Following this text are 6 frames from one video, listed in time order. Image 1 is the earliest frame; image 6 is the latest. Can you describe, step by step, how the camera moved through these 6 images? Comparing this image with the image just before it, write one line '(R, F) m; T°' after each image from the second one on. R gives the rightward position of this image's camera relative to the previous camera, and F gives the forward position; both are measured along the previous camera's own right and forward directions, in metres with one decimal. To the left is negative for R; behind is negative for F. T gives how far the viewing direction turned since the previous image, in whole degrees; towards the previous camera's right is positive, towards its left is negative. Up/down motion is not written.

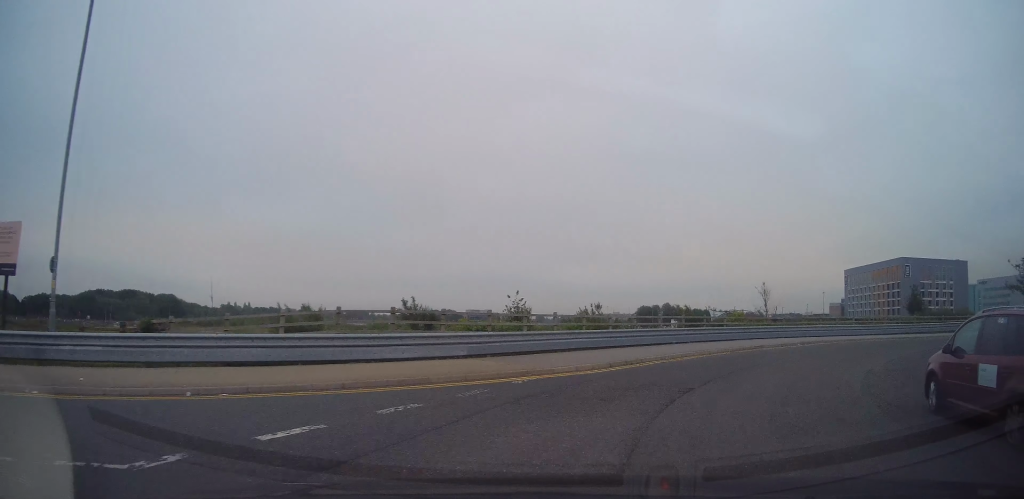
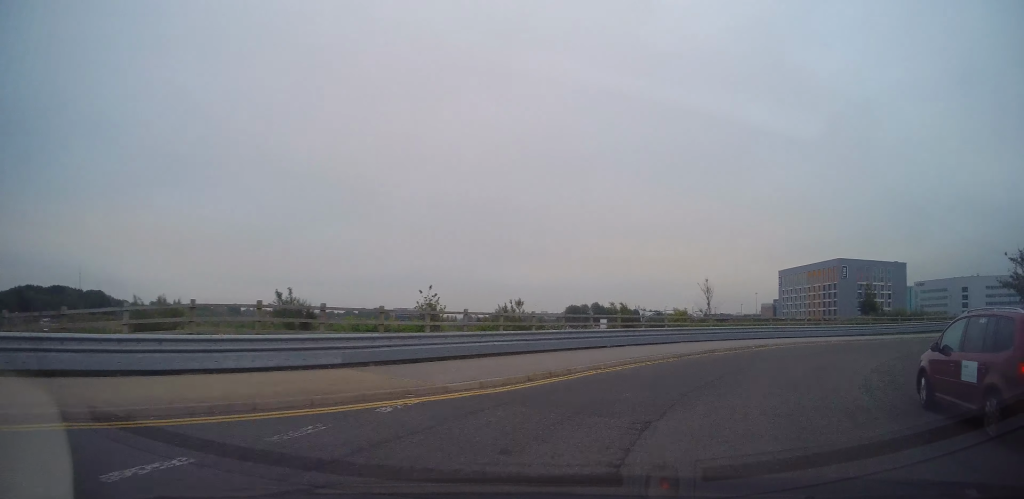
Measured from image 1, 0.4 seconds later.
(+0.4, +3.8) m; +8°
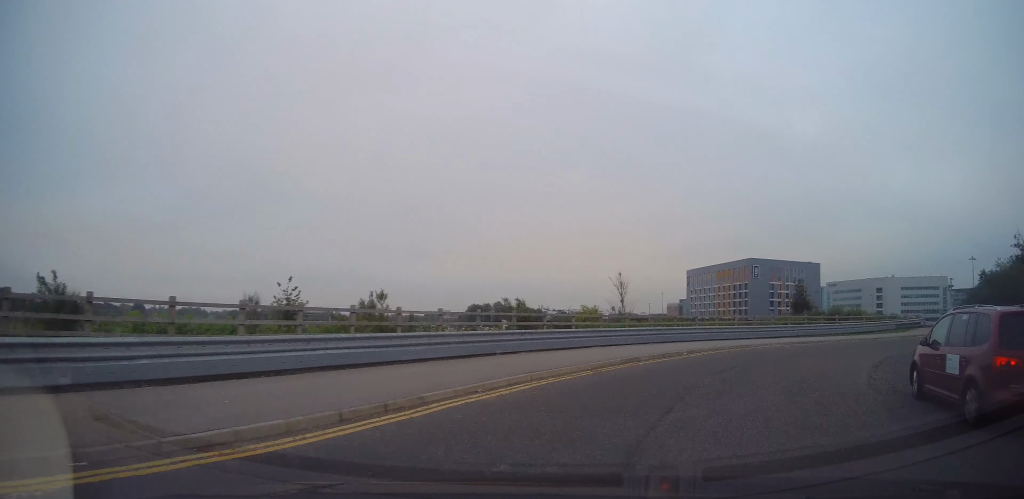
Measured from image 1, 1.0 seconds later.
(0.0, +4.9) m; +10°
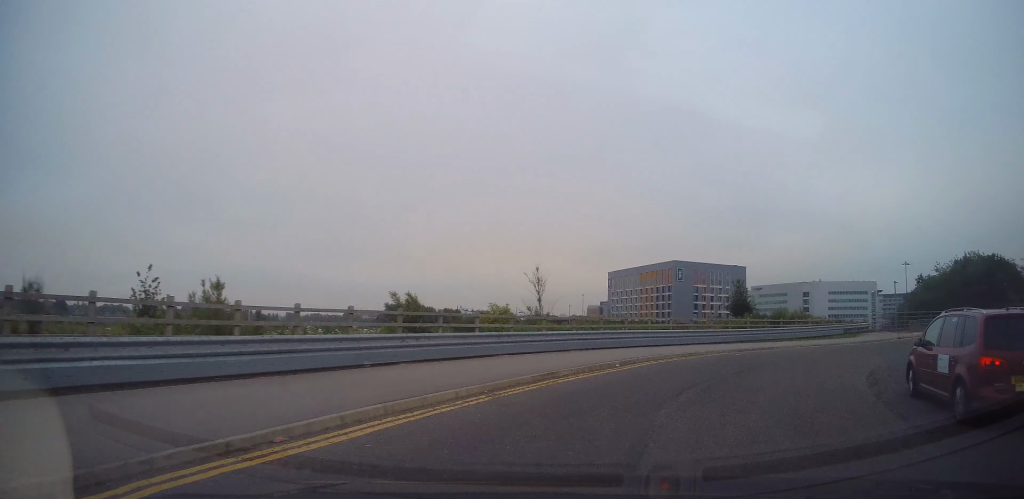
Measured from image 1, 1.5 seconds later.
(+0.7, +4.0) m; +10°
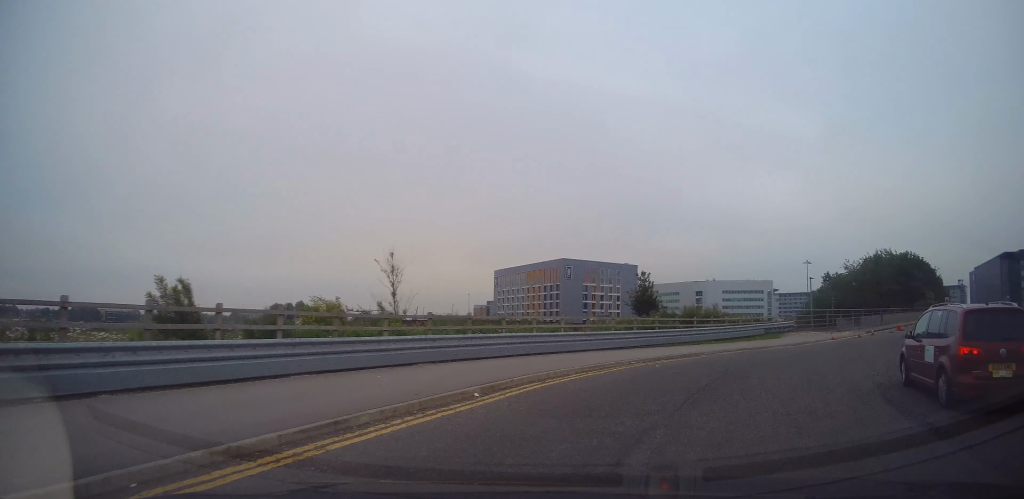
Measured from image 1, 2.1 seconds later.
(+0.6, +5.6) m; +13°
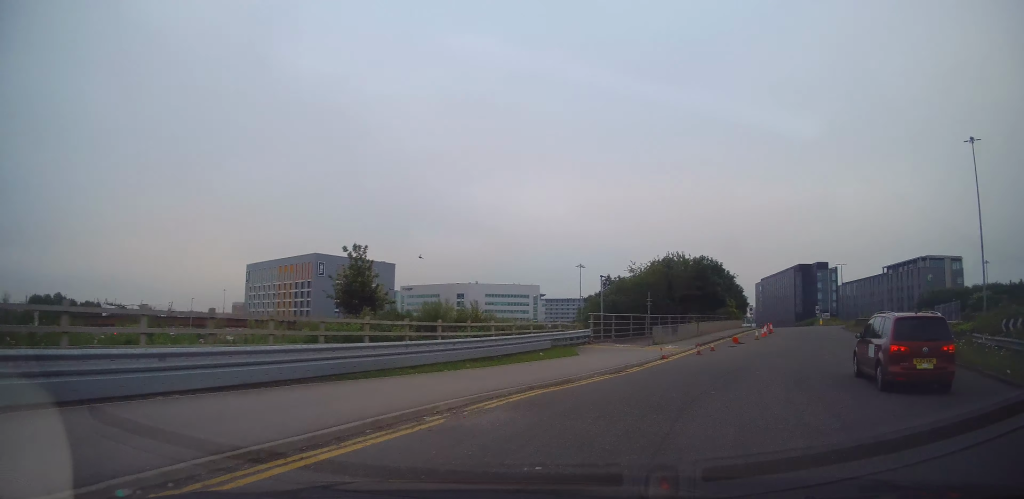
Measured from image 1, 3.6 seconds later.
(+2.7, +11.5) m; +26°
